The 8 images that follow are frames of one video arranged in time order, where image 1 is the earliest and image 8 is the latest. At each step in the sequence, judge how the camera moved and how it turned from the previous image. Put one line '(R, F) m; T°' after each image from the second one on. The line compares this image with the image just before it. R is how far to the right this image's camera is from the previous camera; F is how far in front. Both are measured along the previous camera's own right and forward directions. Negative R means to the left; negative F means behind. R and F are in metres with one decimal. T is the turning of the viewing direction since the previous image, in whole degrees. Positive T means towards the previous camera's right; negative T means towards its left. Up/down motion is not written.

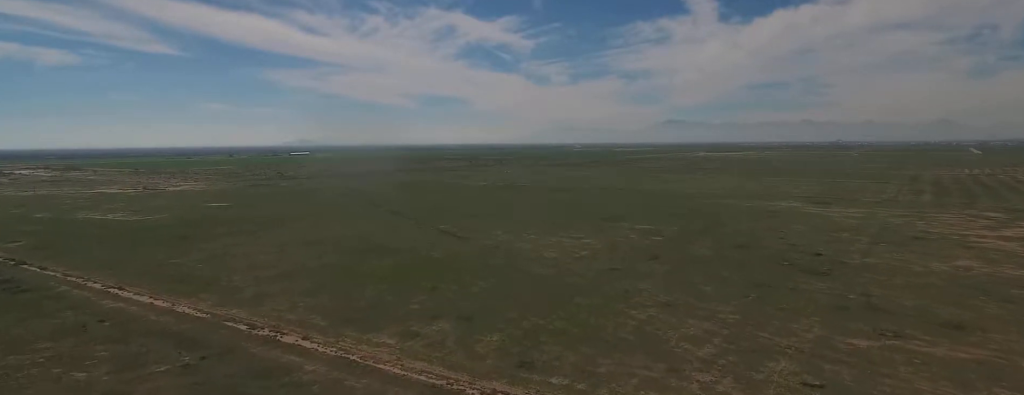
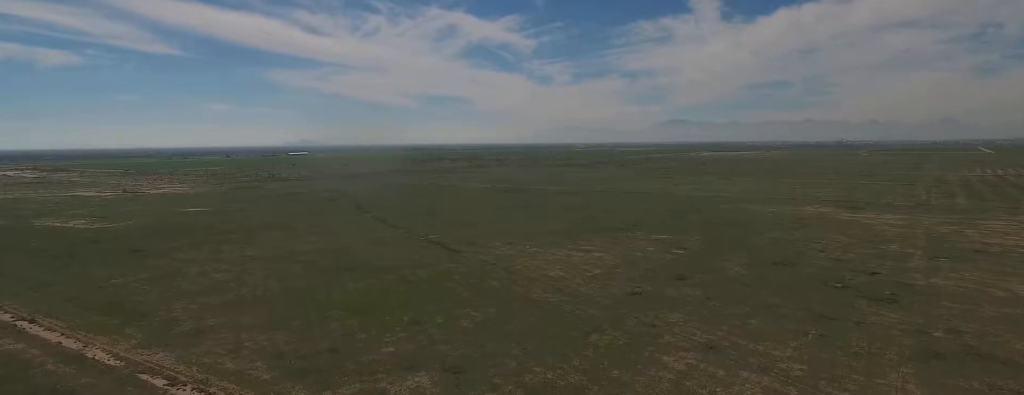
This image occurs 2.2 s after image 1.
(0.0, +31.9) m; 0°
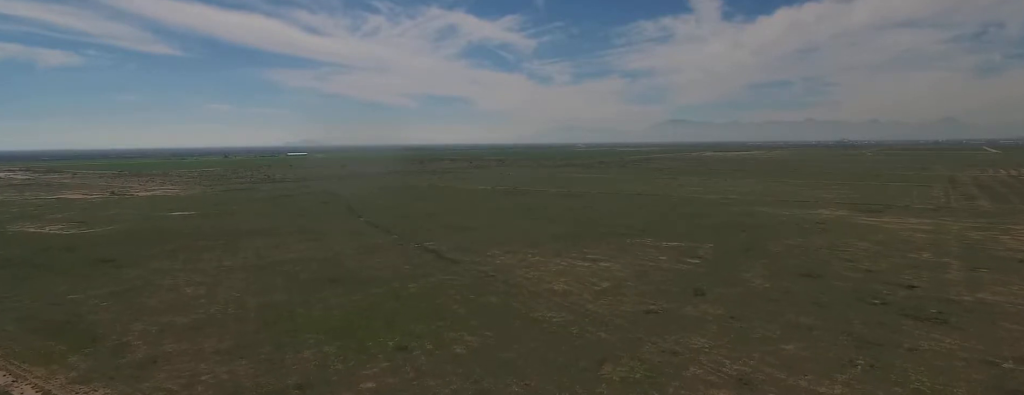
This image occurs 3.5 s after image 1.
(0.0, +16.8) m; 0°
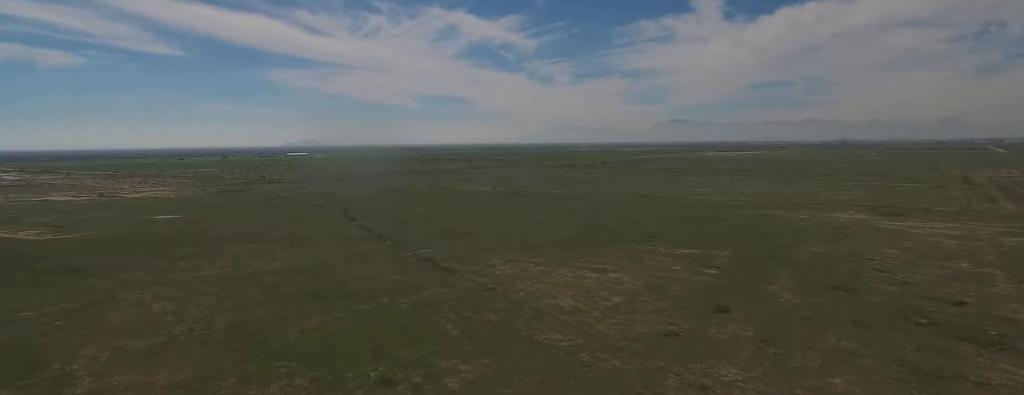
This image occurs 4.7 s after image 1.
(0.0, +18.3) m; +1°
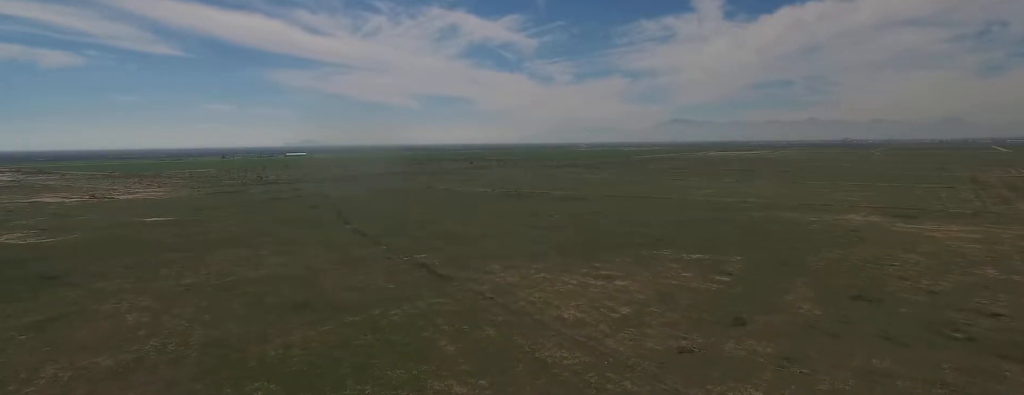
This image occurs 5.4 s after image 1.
(+0.1, +10.6) m; +1°
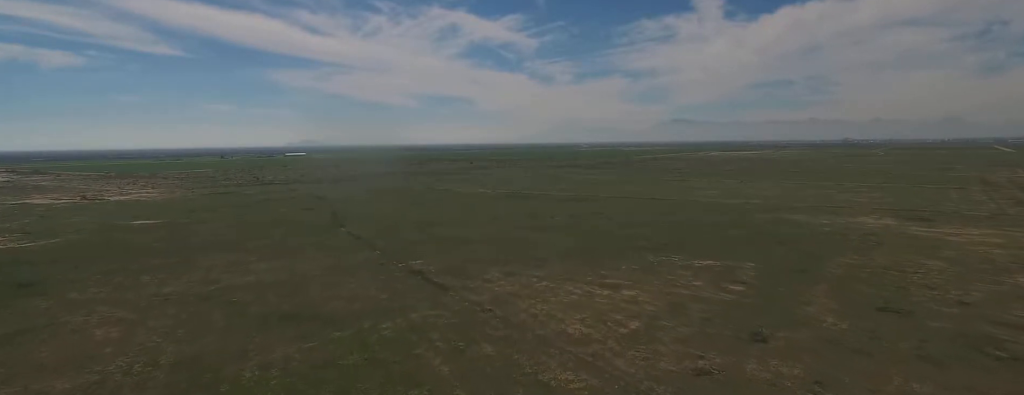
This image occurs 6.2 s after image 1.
(+0.1, +11.6) m; +1°
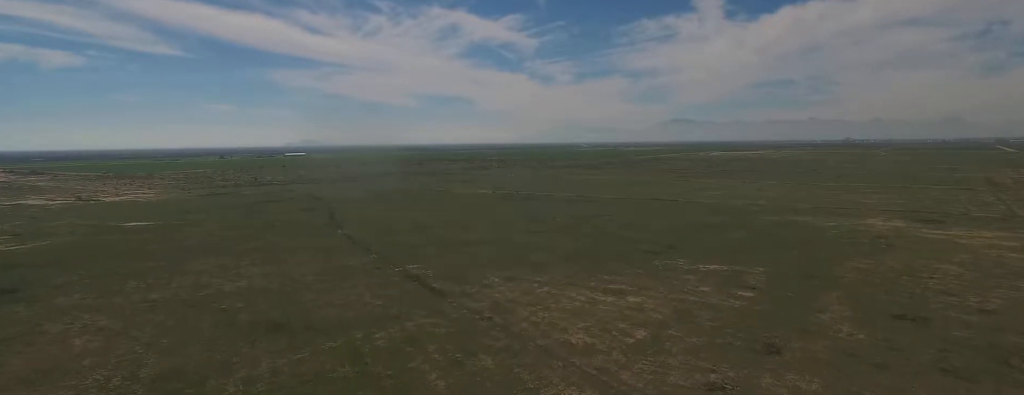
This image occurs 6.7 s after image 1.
(0.0, +6.8) m; 0°
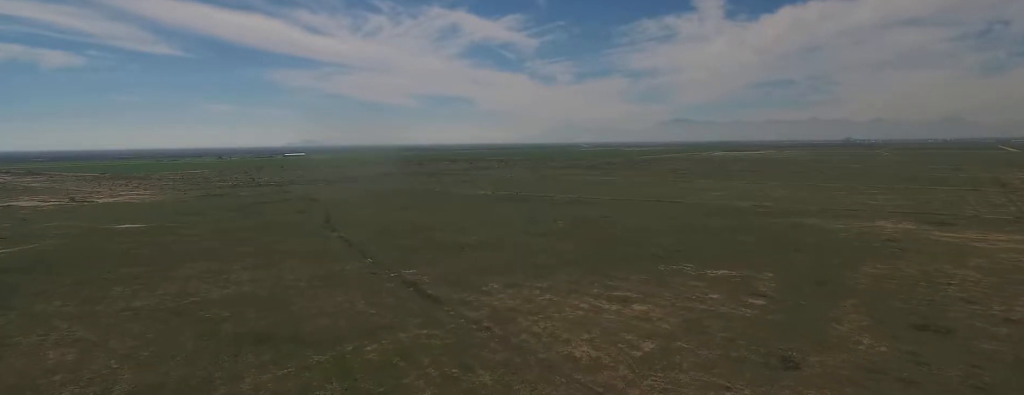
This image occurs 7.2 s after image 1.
(0.0, +7.8) m; 0°
